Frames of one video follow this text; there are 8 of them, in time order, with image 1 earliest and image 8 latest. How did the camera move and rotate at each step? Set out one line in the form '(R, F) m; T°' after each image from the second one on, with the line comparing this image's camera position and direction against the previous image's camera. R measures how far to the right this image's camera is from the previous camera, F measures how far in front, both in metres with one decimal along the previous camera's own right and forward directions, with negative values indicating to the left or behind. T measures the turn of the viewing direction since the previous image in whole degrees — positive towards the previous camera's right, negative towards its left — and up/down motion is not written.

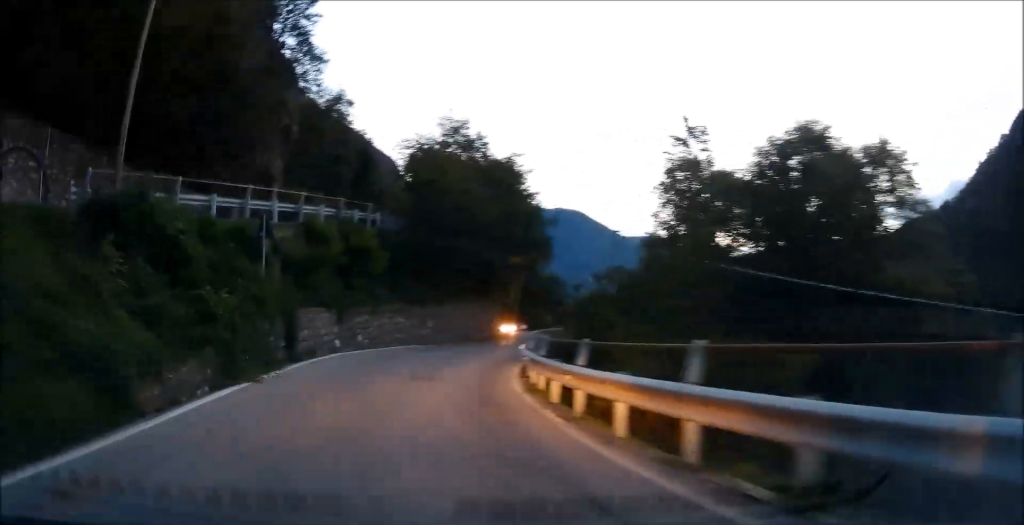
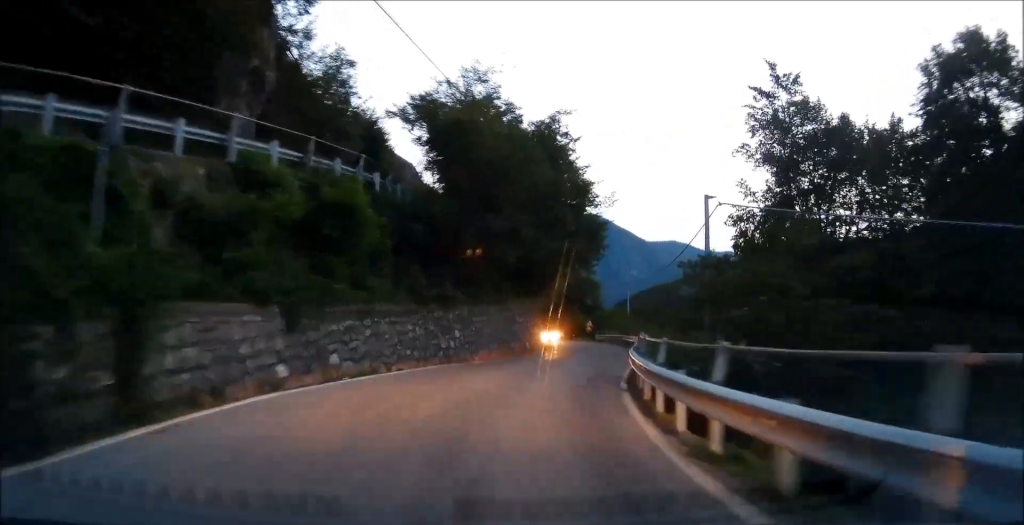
(-1.4, +9.2) m; -10°
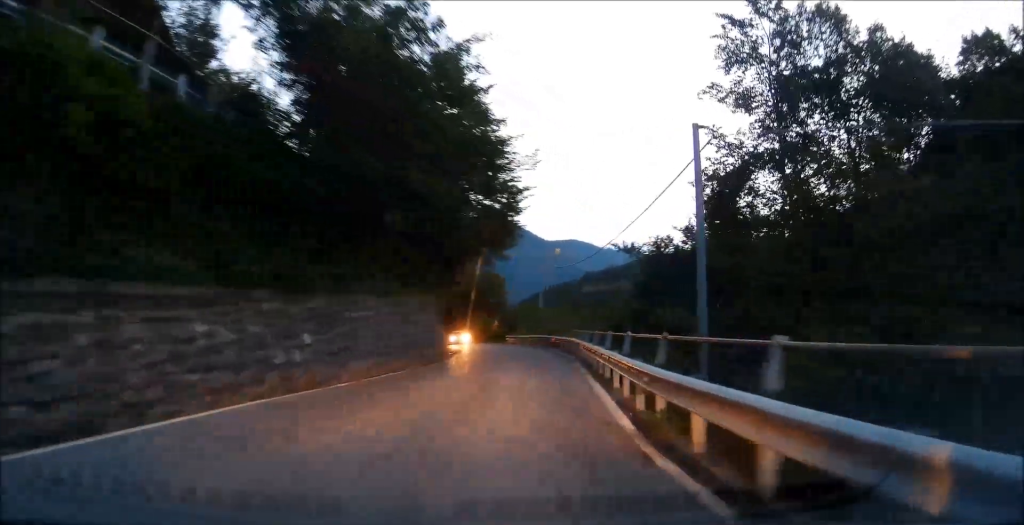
(-0.1, +9.2) m; +2°
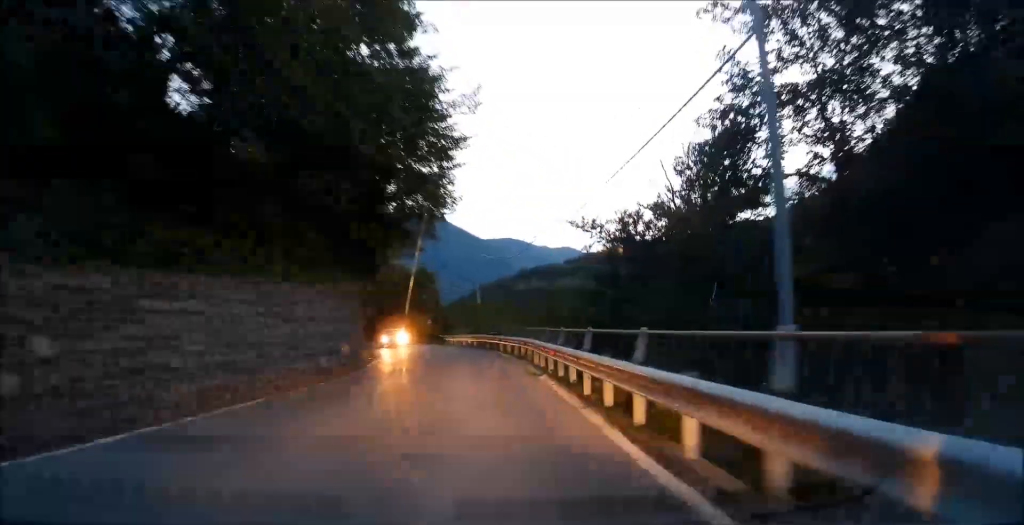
(+0.3, +8.0) m; +4°
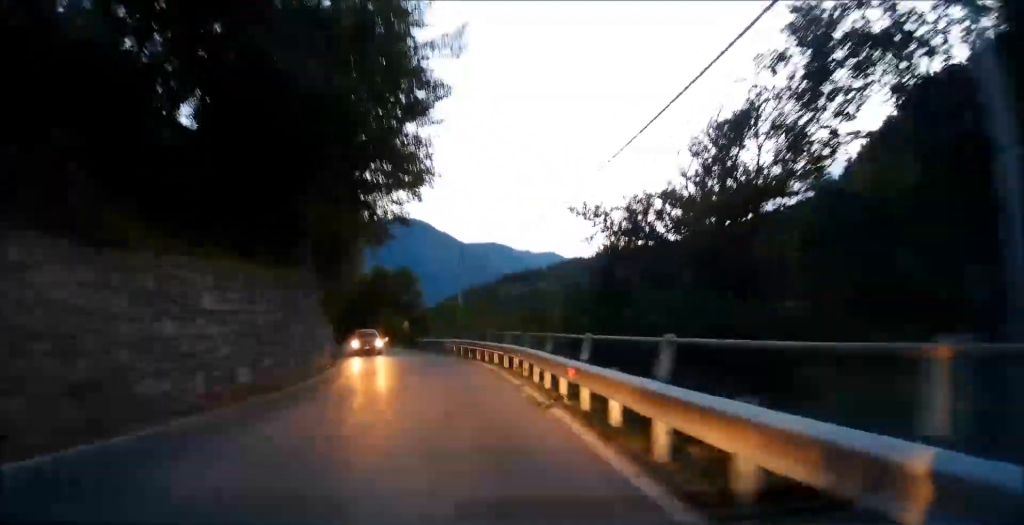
(+0.2, +5.5) m; +2°
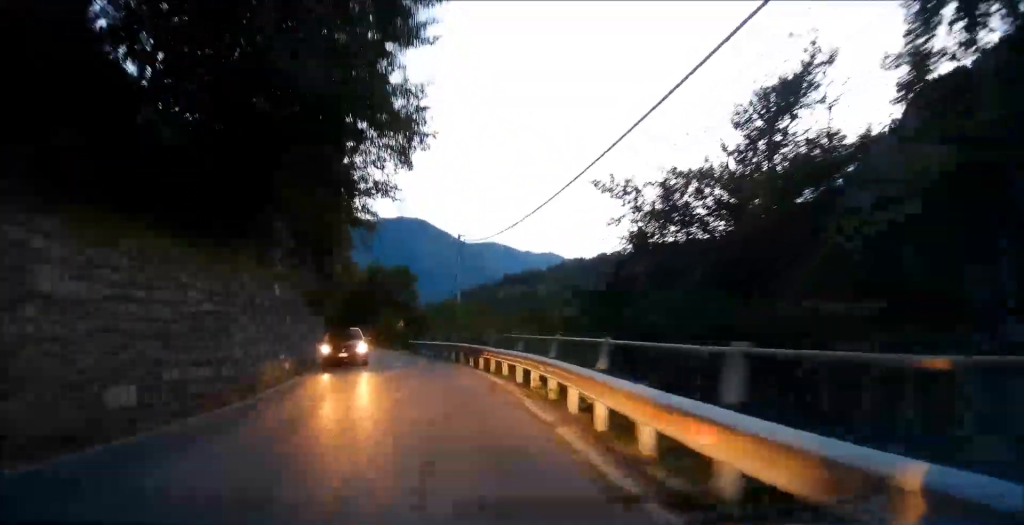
(0.0, +5.4) m; -1°
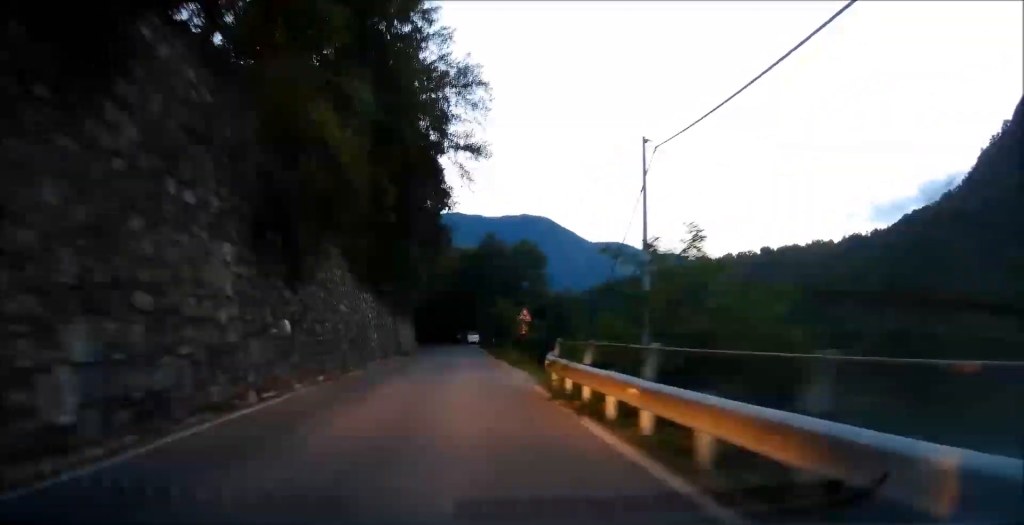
(-2.6, +25.2) m; -10°
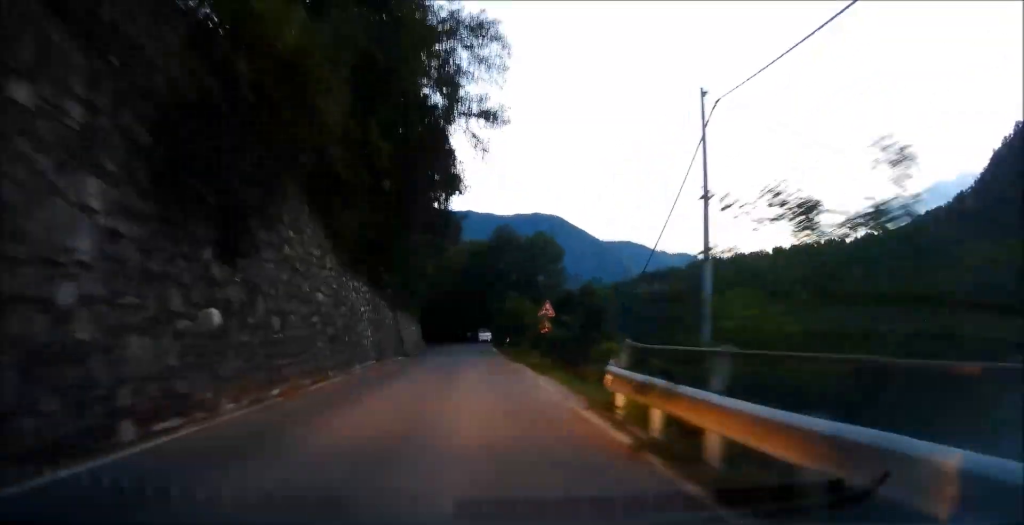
(+0.1, +5.3) m; 0°
